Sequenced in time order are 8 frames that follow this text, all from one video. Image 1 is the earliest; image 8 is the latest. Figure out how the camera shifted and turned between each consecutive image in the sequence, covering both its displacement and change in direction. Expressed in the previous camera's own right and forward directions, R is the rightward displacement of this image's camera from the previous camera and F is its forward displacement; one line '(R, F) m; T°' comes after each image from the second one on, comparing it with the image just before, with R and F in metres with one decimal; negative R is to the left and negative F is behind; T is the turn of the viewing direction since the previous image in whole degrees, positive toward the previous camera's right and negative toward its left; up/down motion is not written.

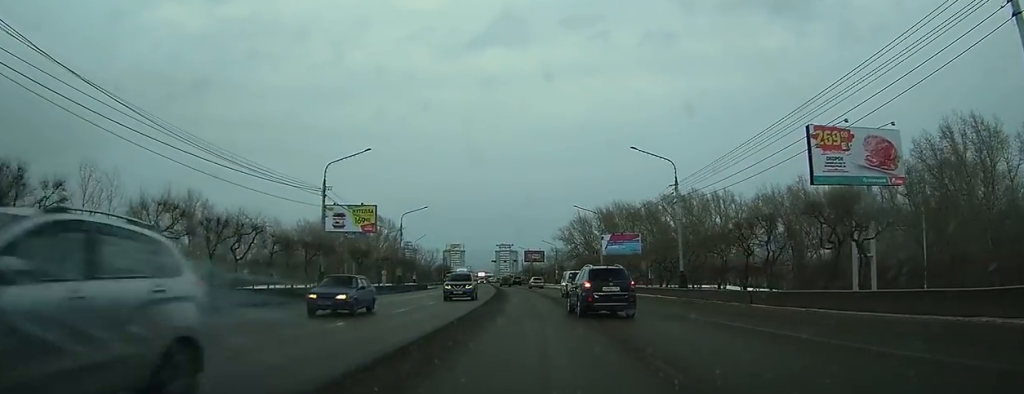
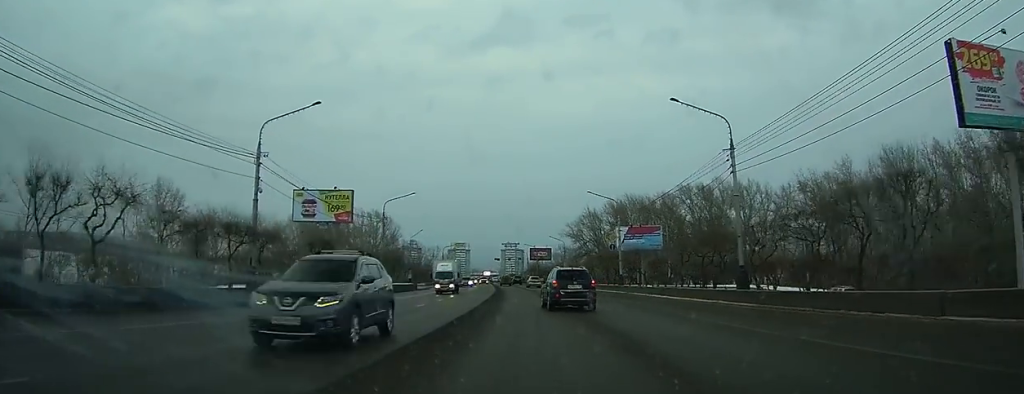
(-0.1, +12.1) m; 0°
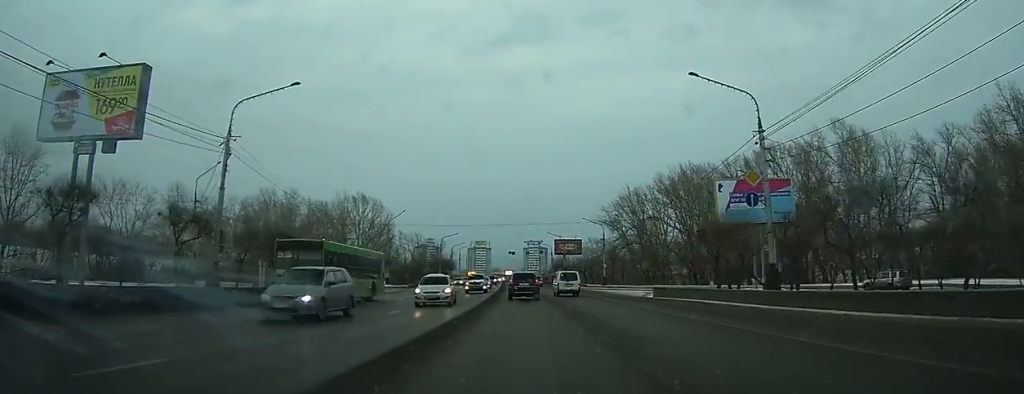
(-0.9, +37.9) m; -3°
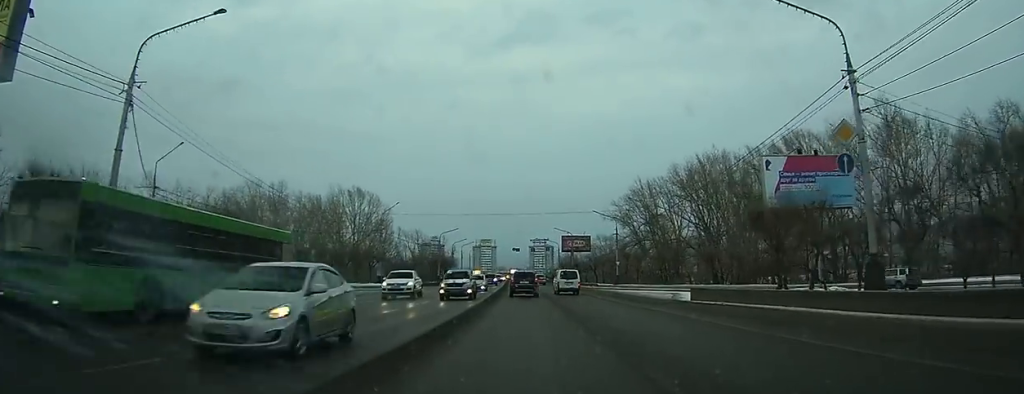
(-0.1, +8.4) m; -1°
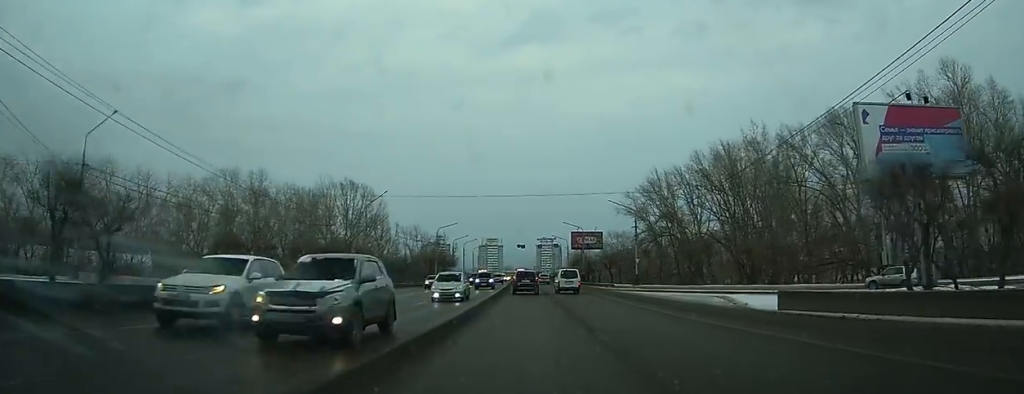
(-0.1, +10.8) m; -1°
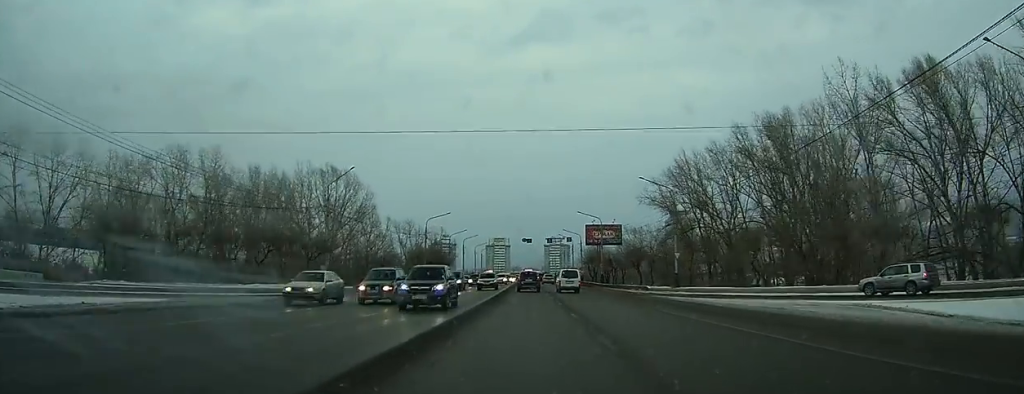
(-0.2, +17.1) m; -1°
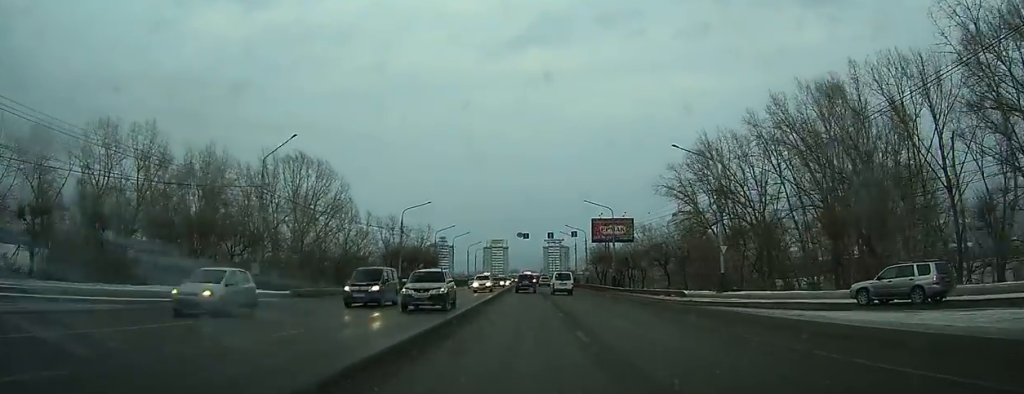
(-0.1, +14.7) m; -1°
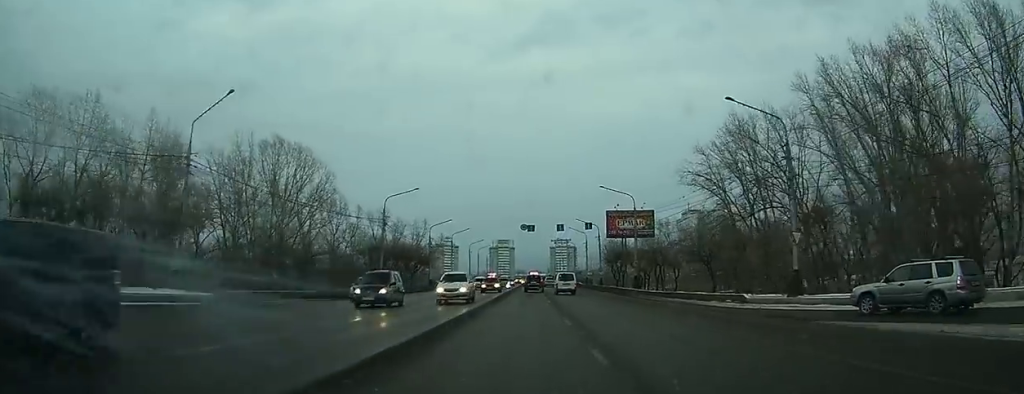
(-0.1, +11.3) m; 0°
